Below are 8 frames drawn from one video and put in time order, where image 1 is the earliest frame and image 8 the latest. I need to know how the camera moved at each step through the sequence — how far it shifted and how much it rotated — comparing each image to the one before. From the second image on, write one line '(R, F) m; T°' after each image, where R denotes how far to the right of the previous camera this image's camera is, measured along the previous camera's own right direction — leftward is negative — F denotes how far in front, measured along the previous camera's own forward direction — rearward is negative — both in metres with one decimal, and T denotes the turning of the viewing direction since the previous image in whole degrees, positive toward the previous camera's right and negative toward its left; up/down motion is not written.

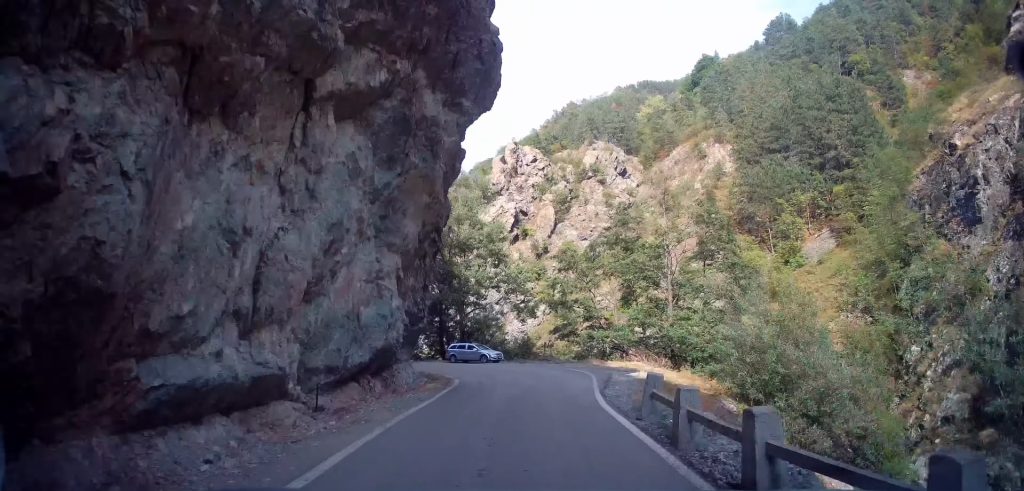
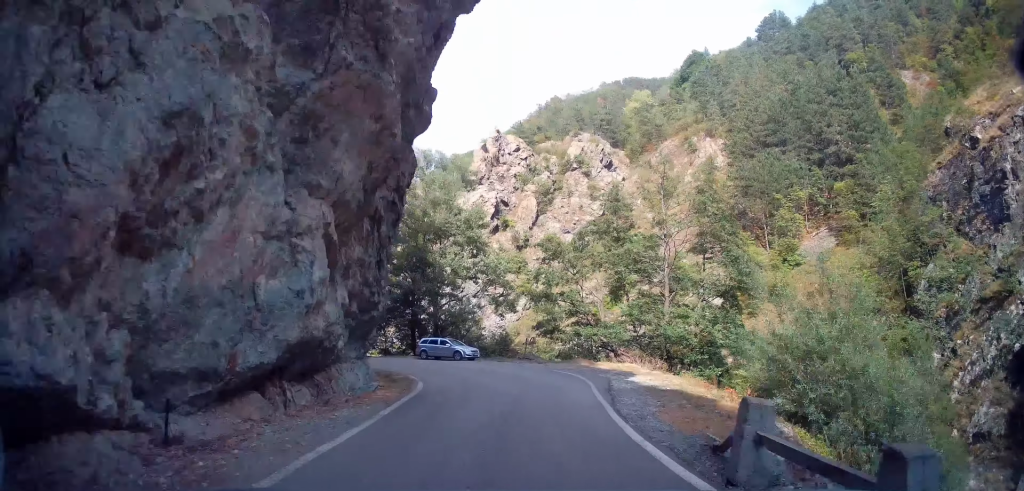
(0.0, +3.8) m; +1°
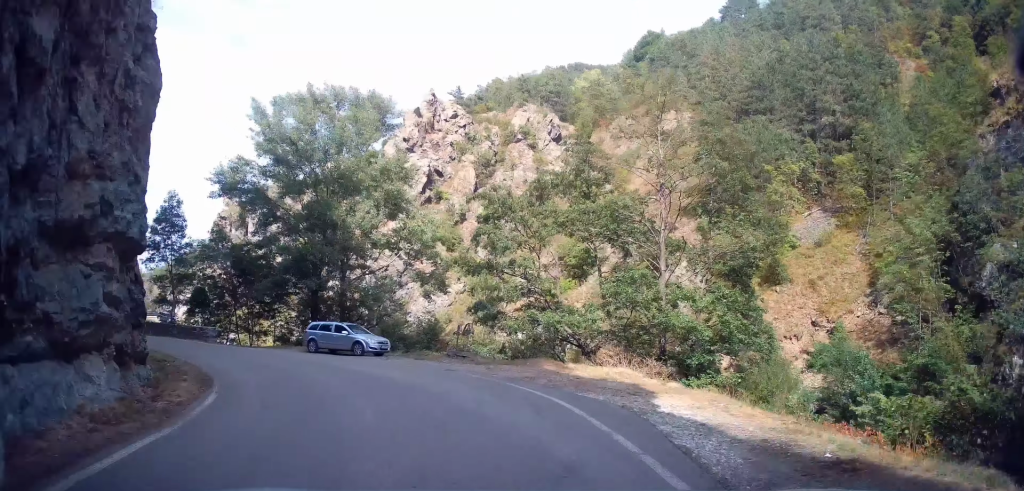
(+0.4, +11.0) m; +4°
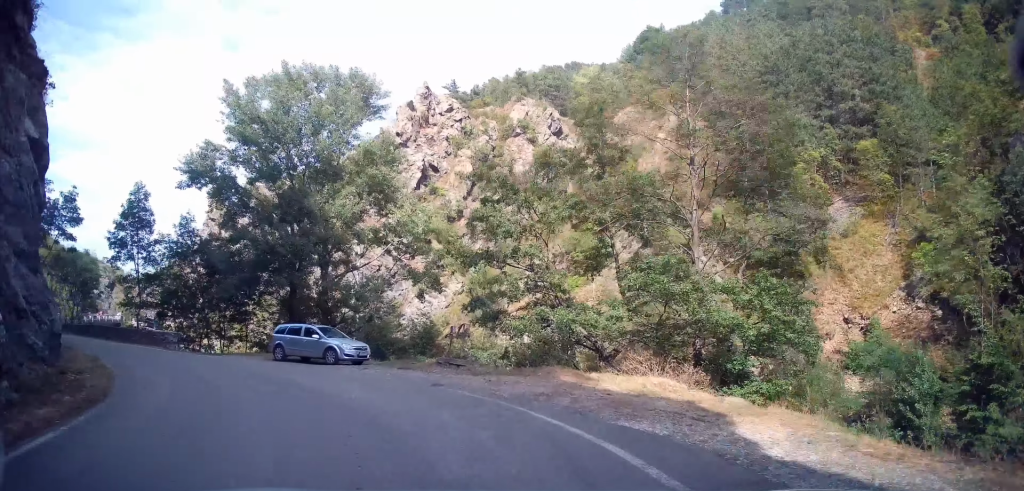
(+0.2, +4.4) m; -3°
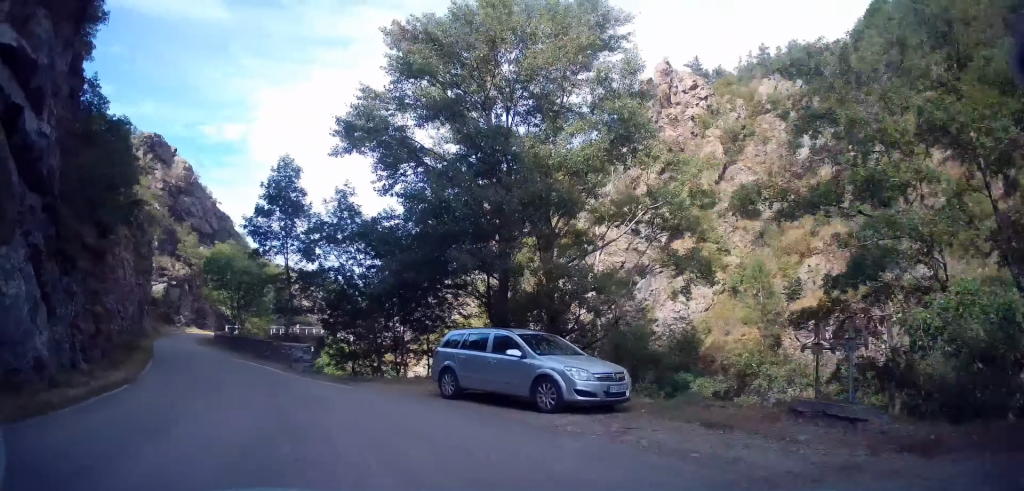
(-1.2, +11.1) m; -21°
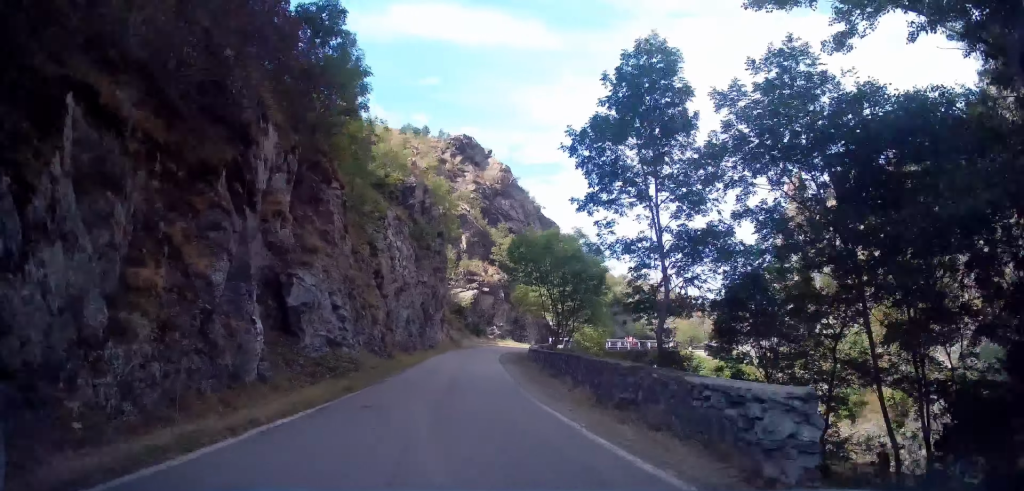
(-3.7, +13.3) m; -27°
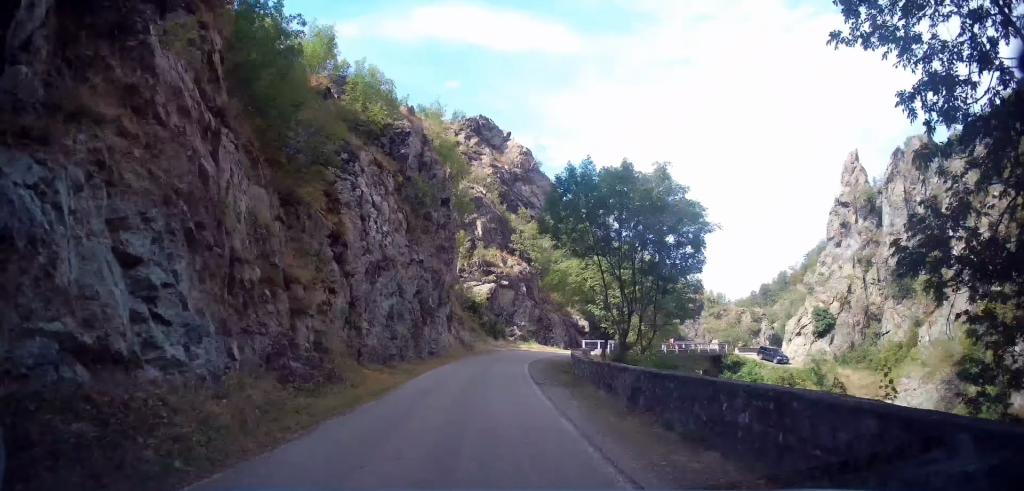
(-1.2, +10.3) m; -7°
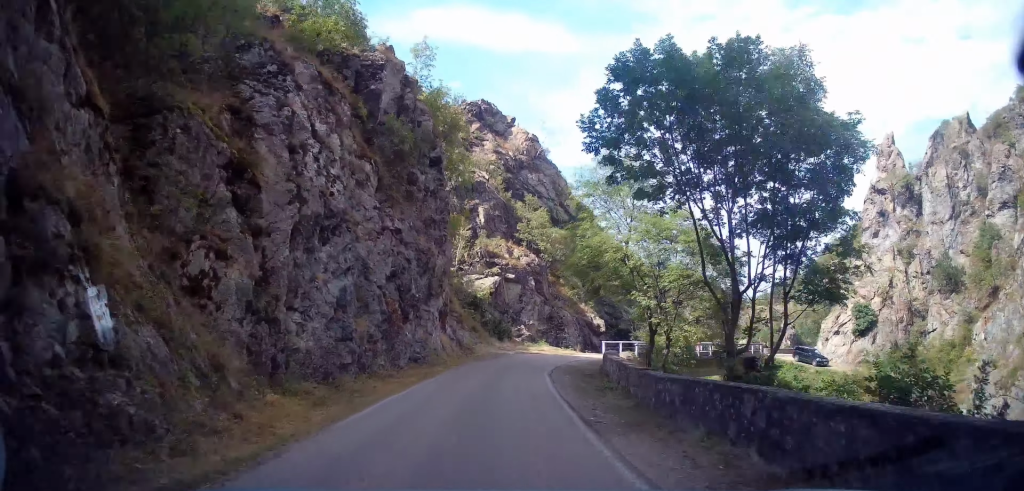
(+0.2, +7.0) m; -1°
